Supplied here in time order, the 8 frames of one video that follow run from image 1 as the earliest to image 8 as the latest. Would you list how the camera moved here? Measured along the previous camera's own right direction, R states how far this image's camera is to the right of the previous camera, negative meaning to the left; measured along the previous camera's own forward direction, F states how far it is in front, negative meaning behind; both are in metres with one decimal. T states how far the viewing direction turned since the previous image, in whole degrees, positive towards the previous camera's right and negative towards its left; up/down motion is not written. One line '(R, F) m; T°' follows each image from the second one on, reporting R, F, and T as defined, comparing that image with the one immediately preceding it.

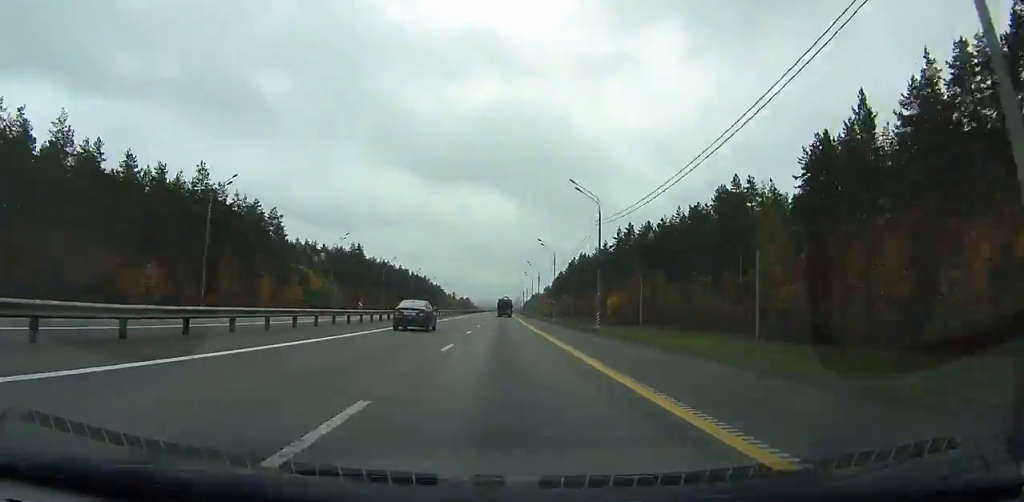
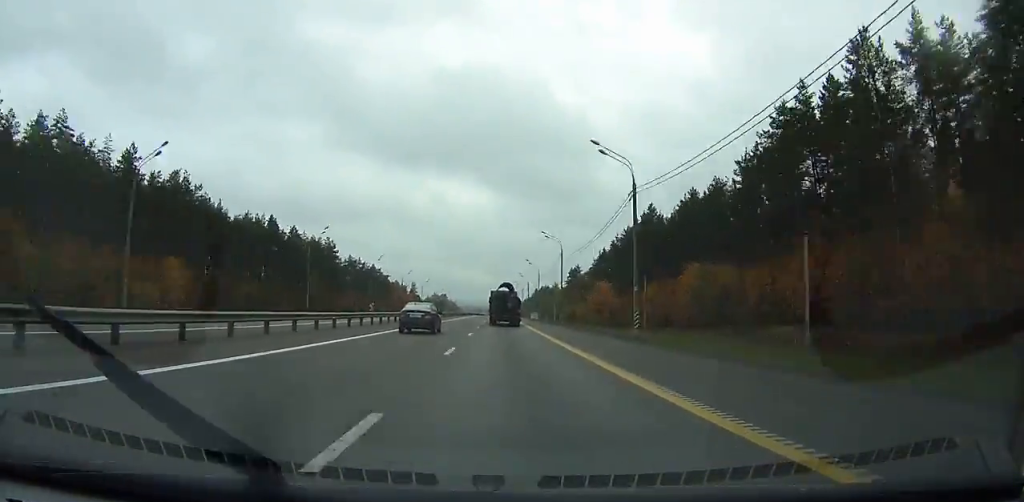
(+2.8, +193.5) m; +1°
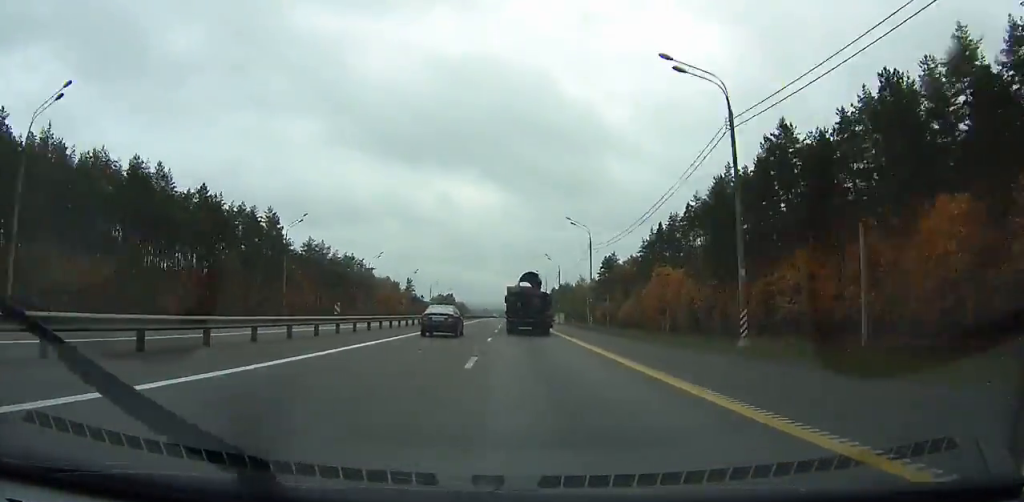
(0.0, +51.0) m; 0°
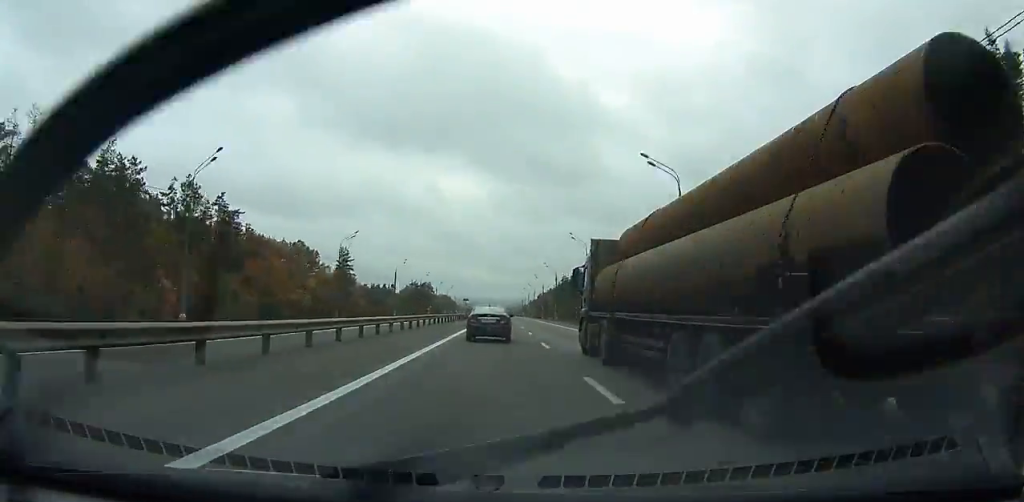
(-0.4, +98.6) m; 0°
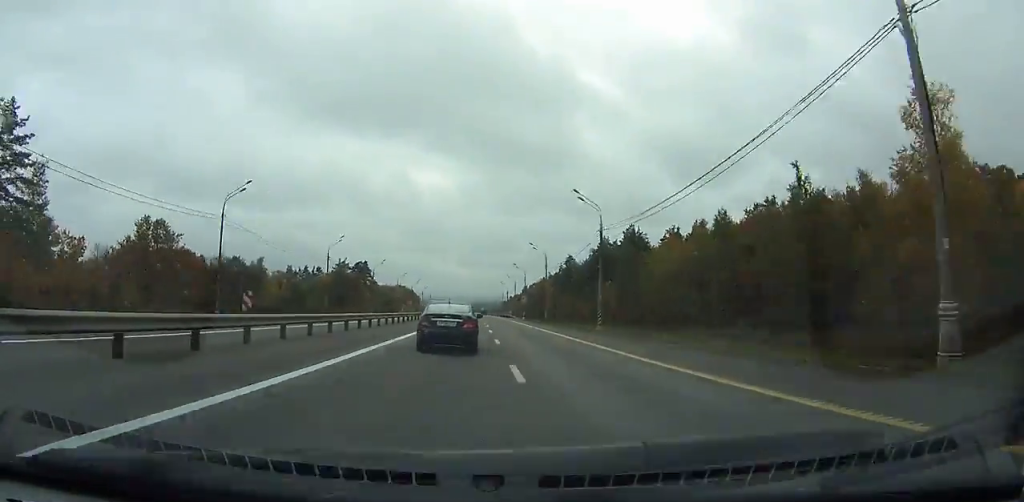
(+0.7, +102.5) m; +1°
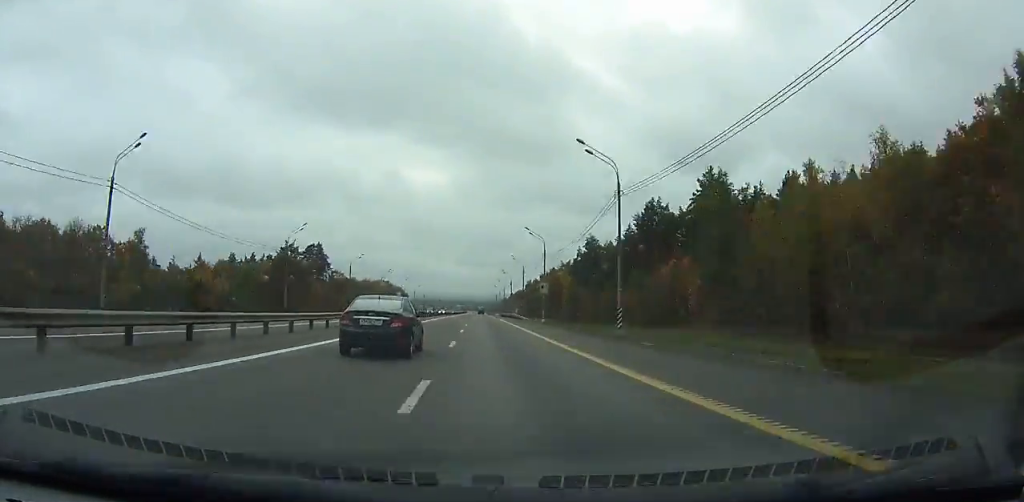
(+0.7, +51.3) m; 0°
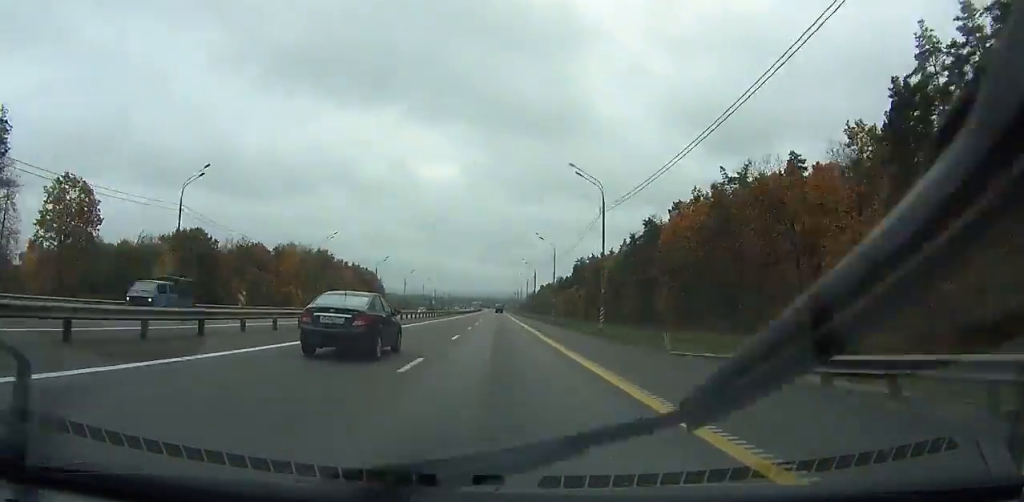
(-0.1, +139.5) m; 0°
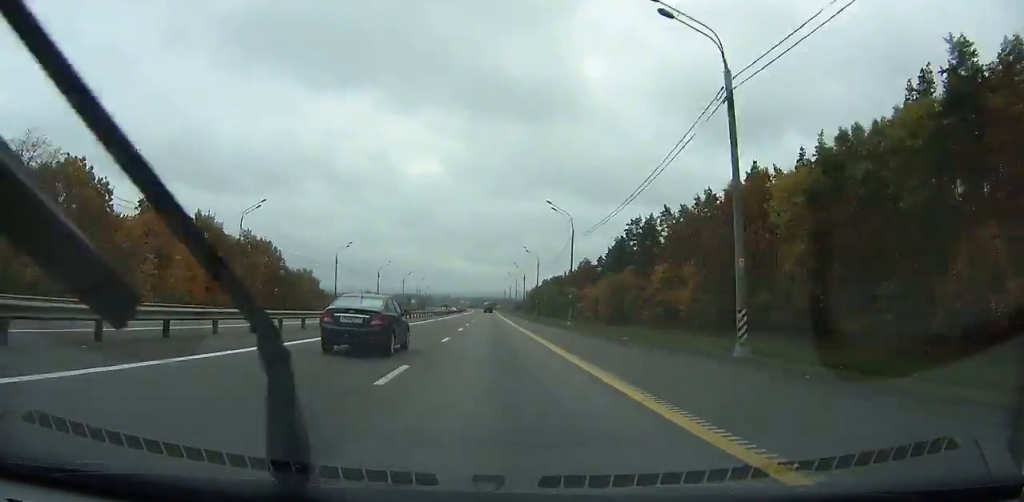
(-0.2, +97.8) m; 0°
